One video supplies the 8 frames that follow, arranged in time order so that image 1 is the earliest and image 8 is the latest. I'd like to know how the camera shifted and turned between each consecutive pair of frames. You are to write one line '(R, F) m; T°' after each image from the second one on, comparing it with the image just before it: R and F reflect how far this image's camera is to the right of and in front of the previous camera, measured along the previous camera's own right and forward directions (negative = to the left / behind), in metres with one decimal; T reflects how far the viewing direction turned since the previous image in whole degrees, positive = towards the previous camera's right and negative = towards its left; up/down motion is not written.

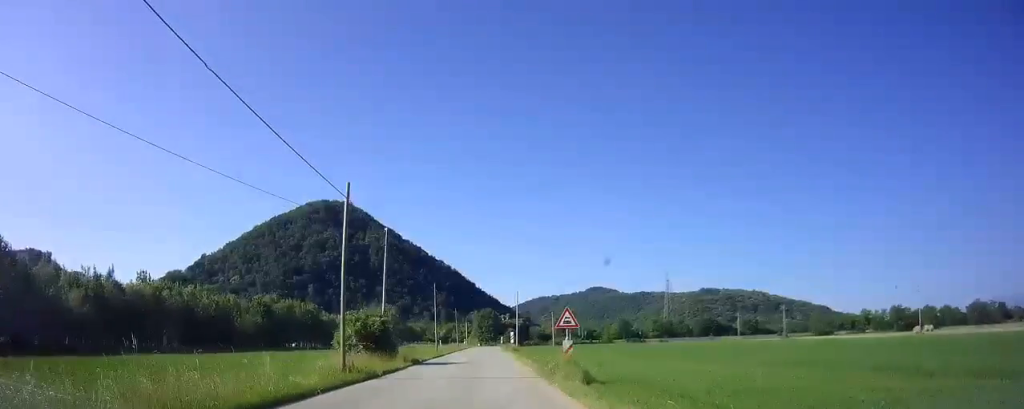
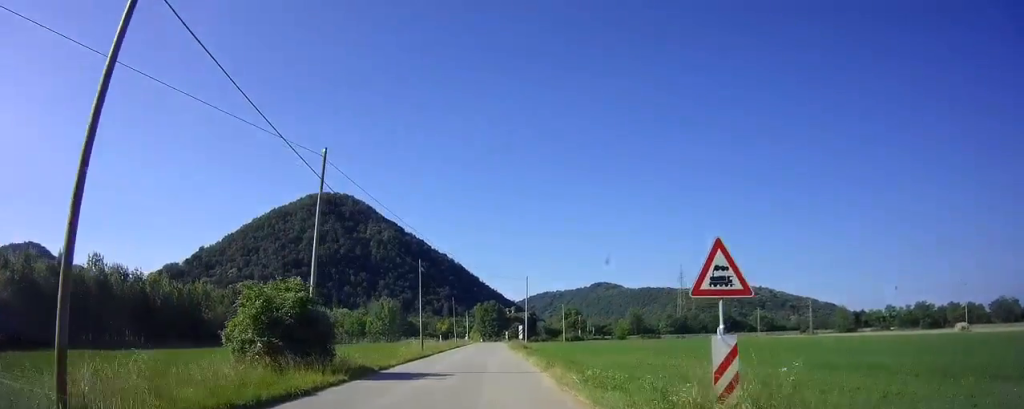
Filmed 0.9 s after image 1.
(0.0, +12.7) m; 0°
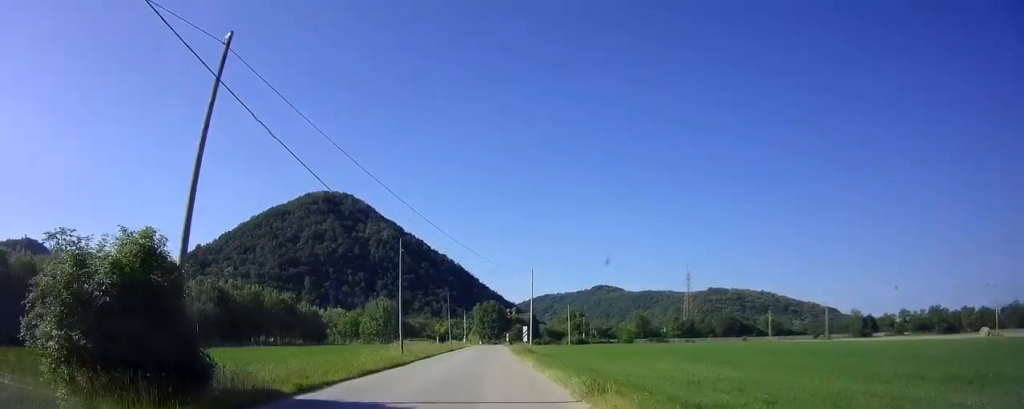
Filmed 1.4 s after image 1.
(0.0, +7.2) m; 0°
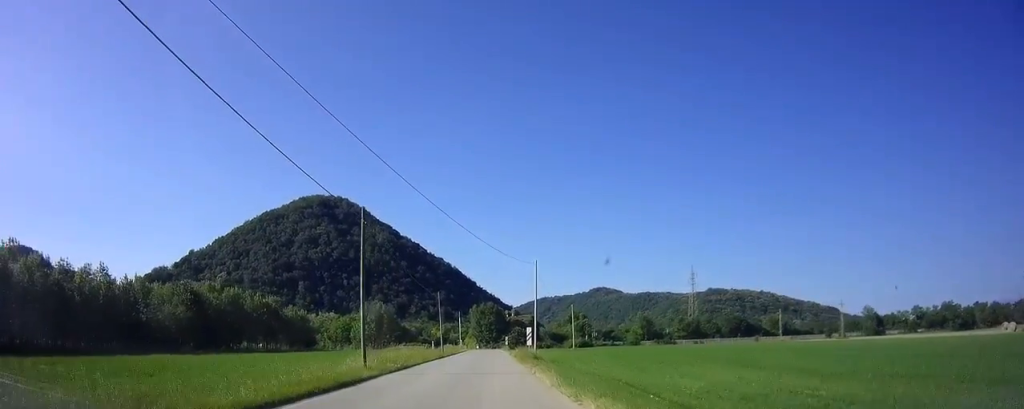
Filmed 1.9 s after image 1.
(0.0, +7.6) m; 0°
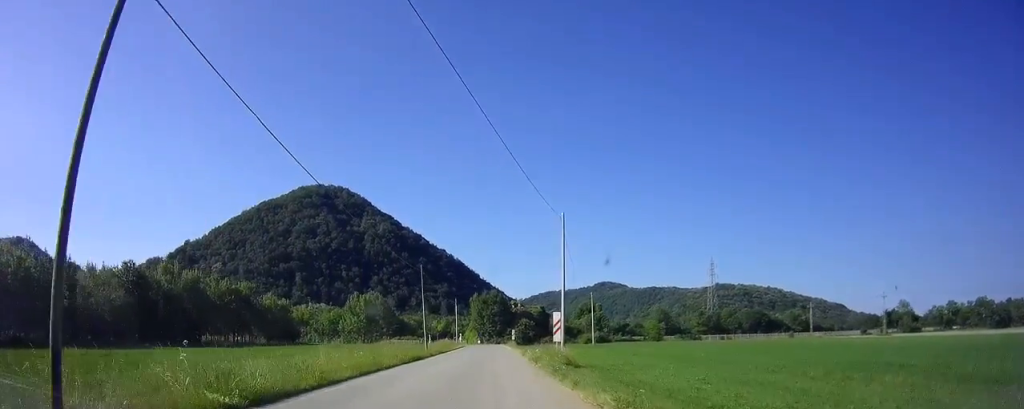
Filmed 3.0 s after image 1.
(0.0, +15.0) m; 0°
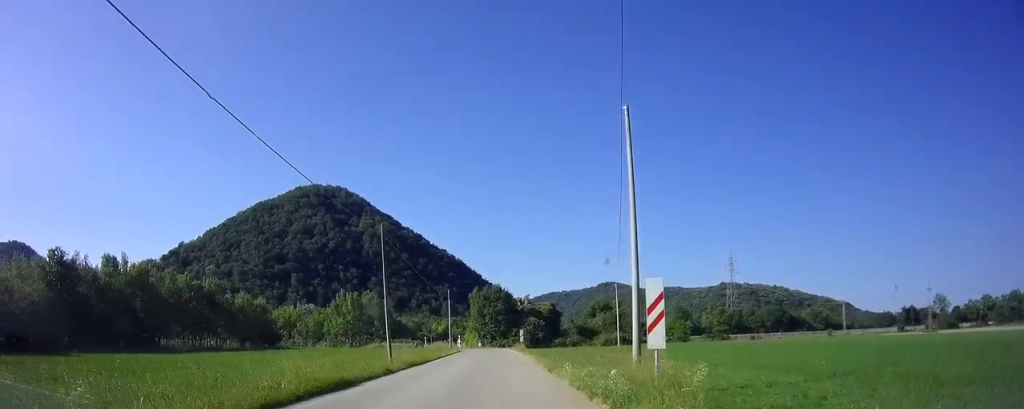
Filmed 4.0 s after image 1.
(-0.1, +14.5) m; 0°
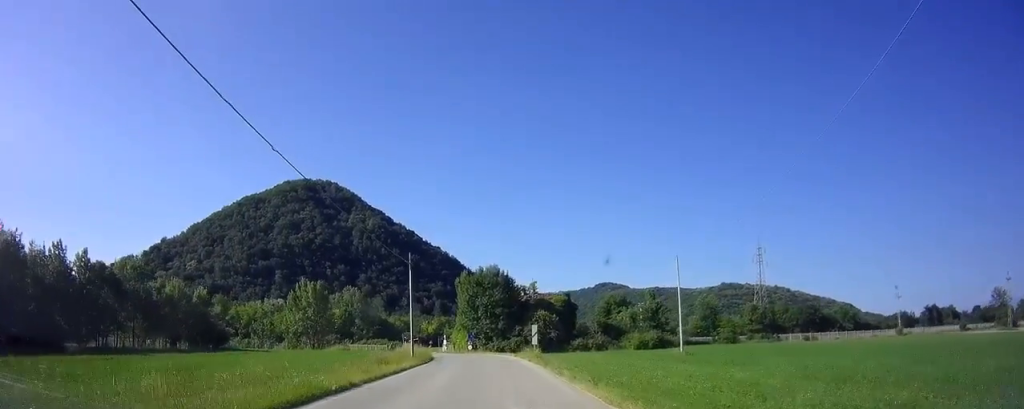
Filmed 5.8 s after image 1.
(0.0, +22.4) m; -2°
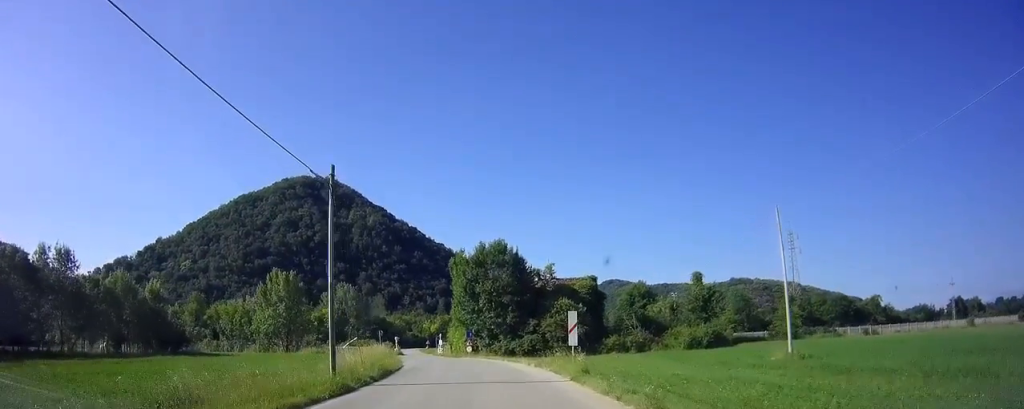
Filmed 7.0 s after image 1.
(-0.5, +15.7) m; -5°
